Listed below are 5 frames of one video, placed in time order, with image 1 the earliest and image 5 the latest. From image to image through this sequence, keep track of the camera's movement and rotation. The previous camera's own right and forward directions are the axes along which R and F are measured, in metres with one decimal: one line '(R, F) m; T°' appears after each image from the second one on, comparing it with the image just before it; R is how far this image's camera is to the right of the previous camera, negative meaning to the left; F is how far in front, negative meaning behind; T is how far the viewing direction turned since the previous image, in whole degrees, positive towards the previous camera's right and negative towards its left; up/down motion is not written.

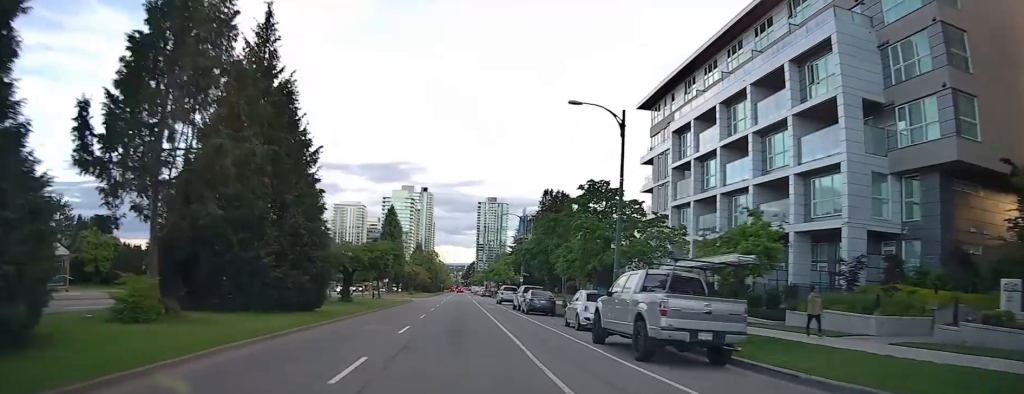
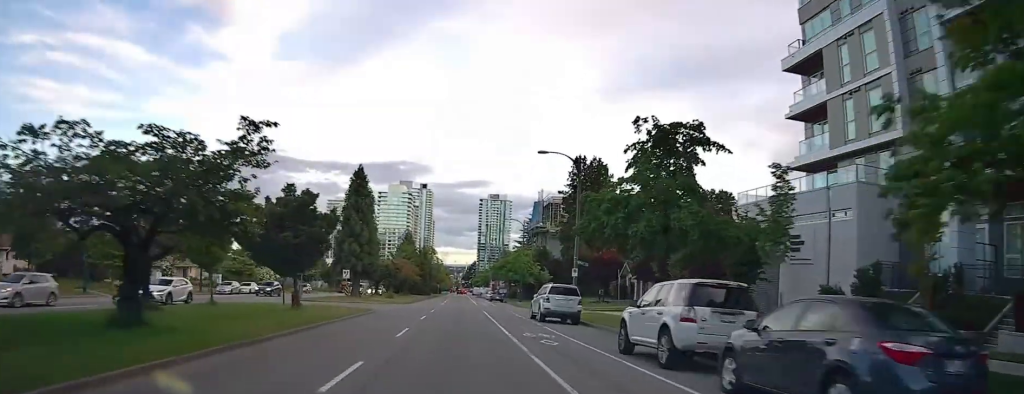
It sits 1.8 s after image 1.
(+0.1, +28.0) m; 0°
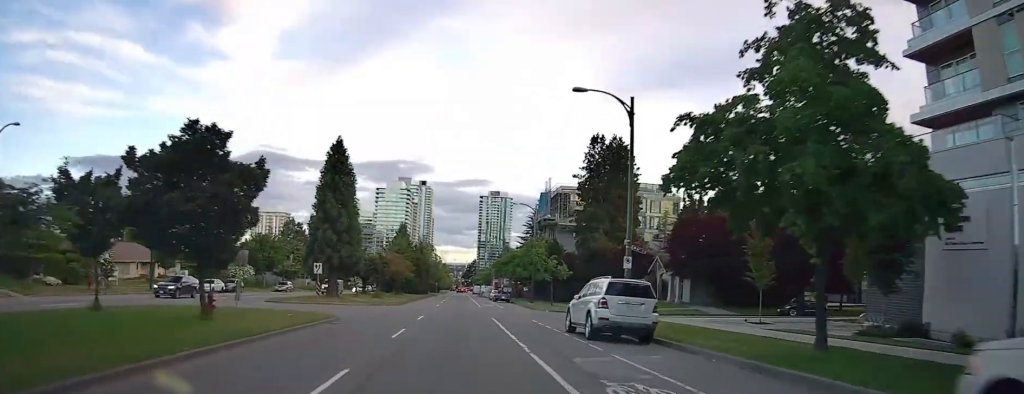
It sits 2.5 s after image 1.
(-0.3, +10.3) m; -1°
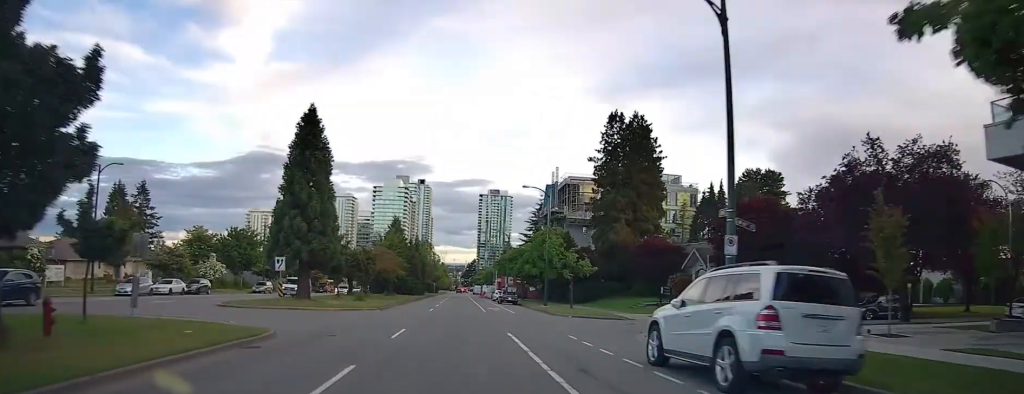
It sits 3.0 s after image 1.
(-0.1, +8.8) m; -1°
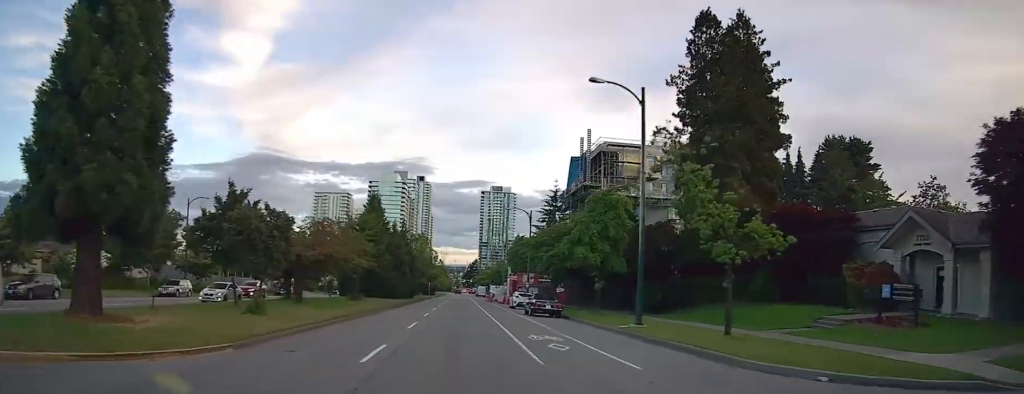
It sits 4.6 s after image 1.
(+0.7, +23.5) m; +2°
